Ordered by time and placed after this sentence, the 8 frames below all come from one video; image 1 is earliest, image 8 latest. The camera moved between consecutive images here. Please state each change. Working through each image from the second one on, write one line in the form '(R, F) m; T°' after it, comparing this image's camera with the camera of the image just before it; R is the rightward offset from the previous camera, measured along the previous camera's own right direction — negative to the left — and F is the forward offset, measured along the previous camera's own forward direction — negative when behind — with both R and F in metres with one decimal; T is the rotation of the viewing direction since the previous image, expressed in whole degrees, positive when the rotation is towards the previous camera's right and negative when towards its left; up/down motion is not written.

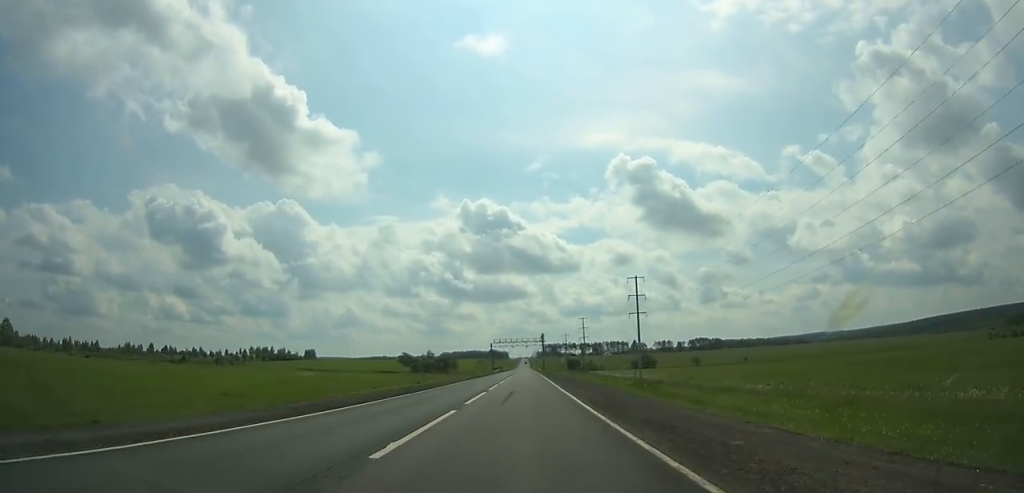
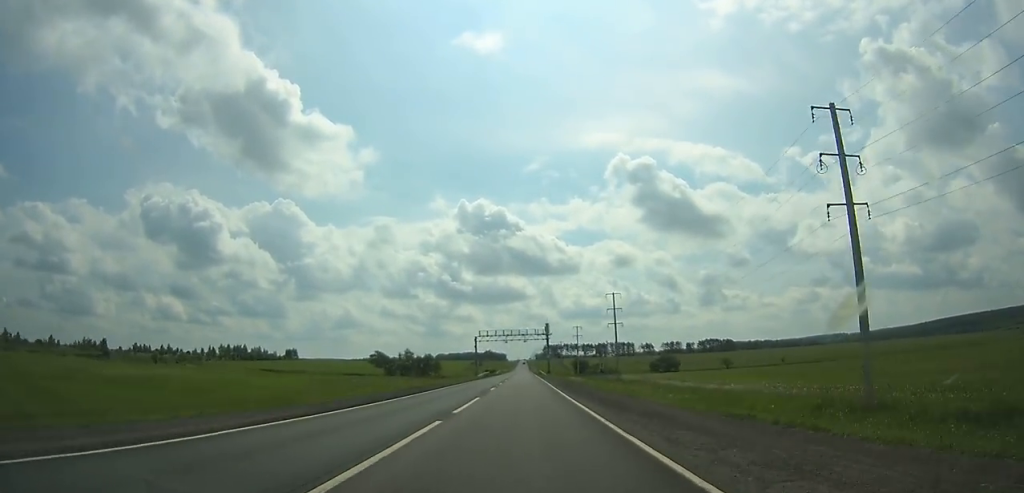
(-0.1, +50.4) m; 0°
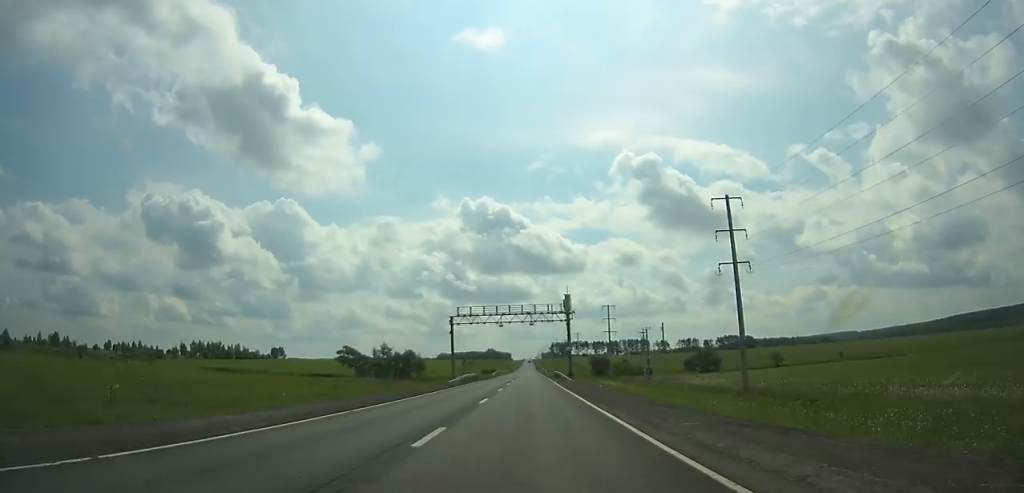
(-0.2, +50.6) m; 0°
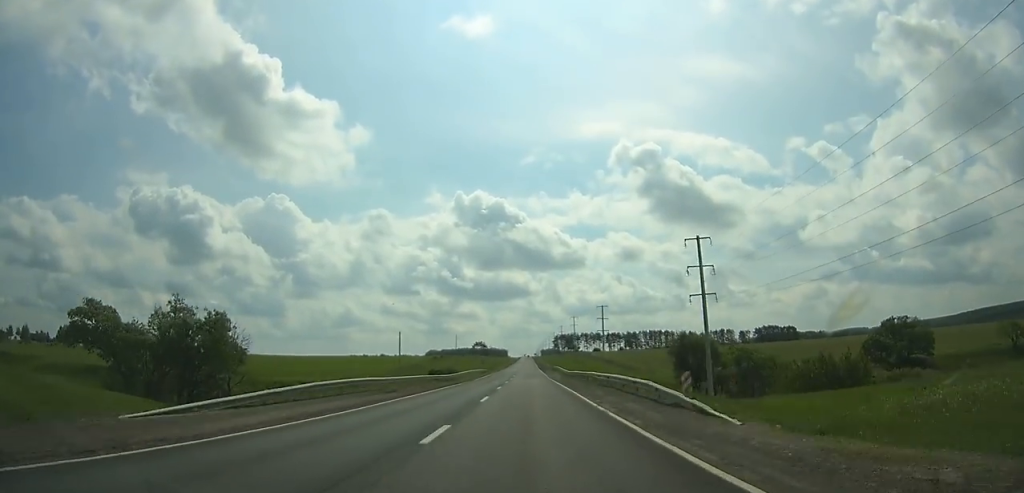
(+0.5, +122.0) m; 0°
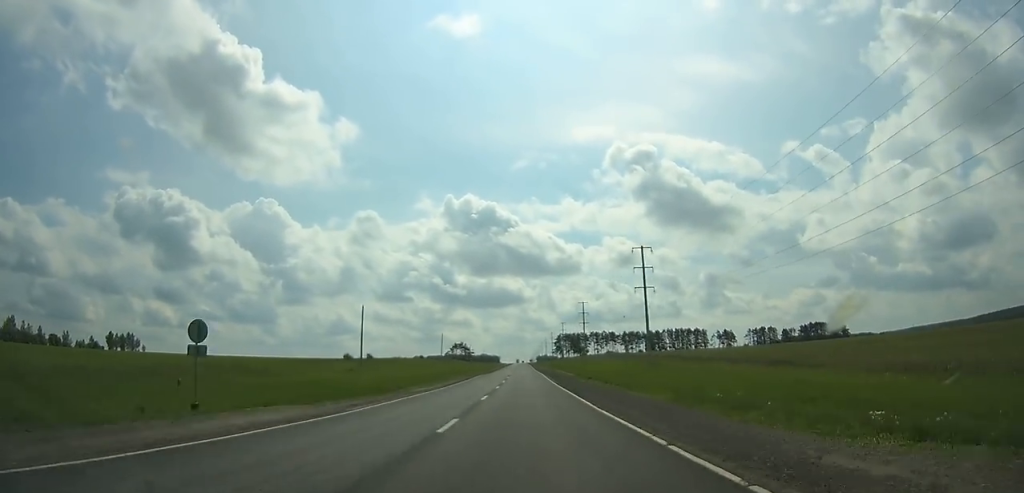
(0.0, +105.7) m; 0°
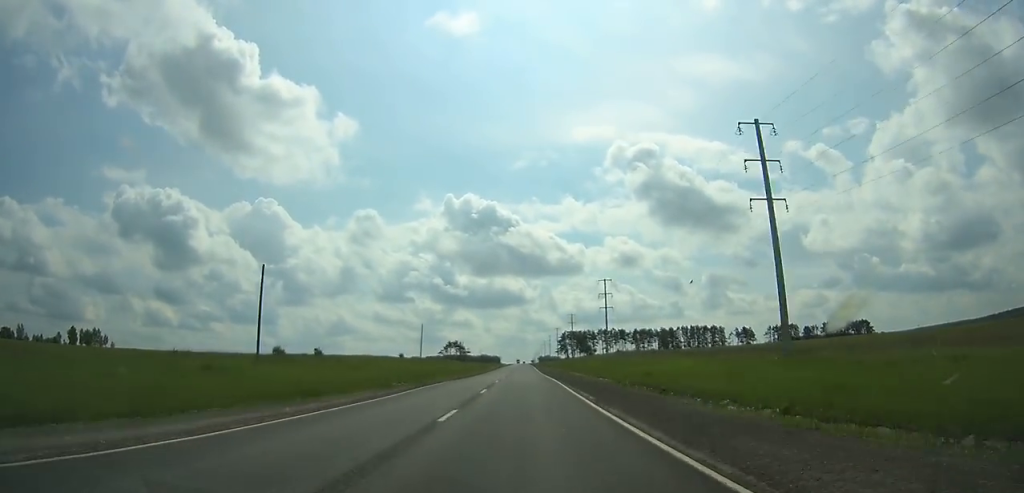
(-0.1, +34.5) m; 0°
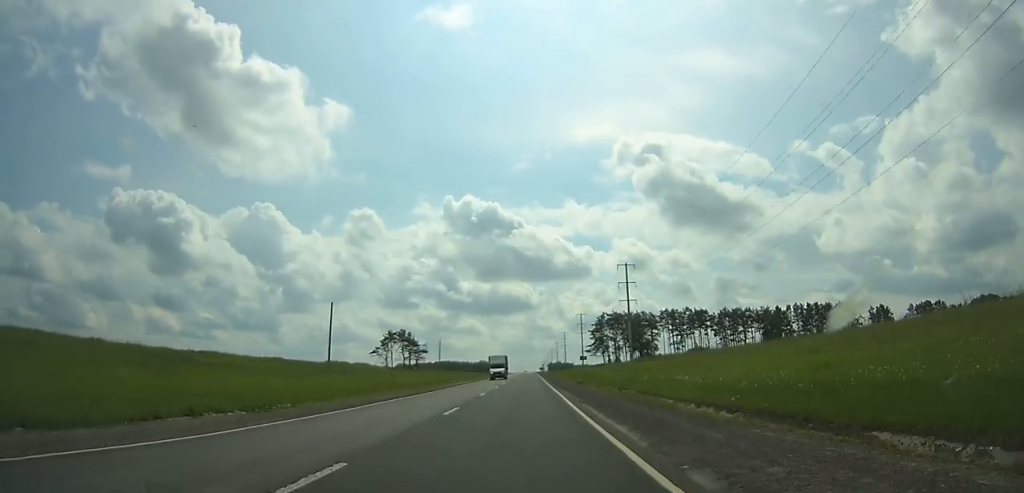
(+0.2, +153.1) m; 0°
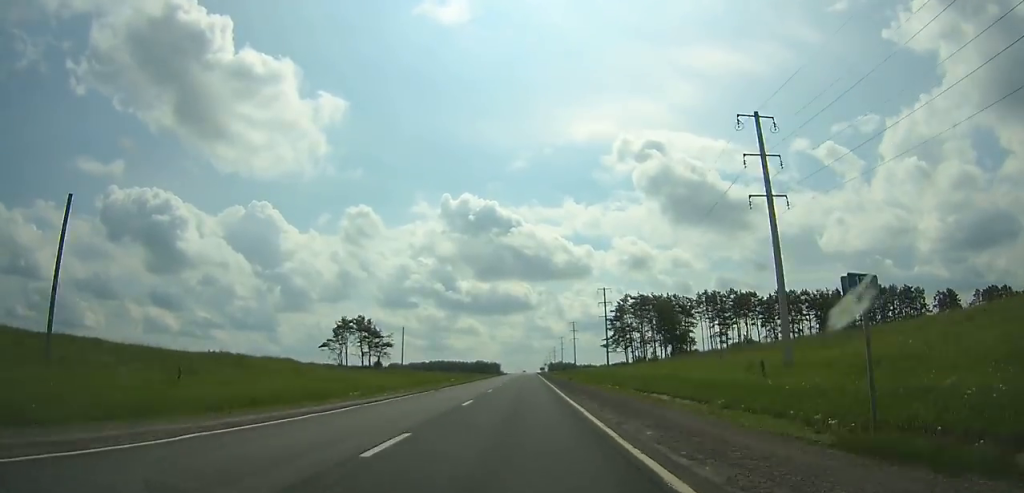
(-0.1, +45.0) m; 0°
